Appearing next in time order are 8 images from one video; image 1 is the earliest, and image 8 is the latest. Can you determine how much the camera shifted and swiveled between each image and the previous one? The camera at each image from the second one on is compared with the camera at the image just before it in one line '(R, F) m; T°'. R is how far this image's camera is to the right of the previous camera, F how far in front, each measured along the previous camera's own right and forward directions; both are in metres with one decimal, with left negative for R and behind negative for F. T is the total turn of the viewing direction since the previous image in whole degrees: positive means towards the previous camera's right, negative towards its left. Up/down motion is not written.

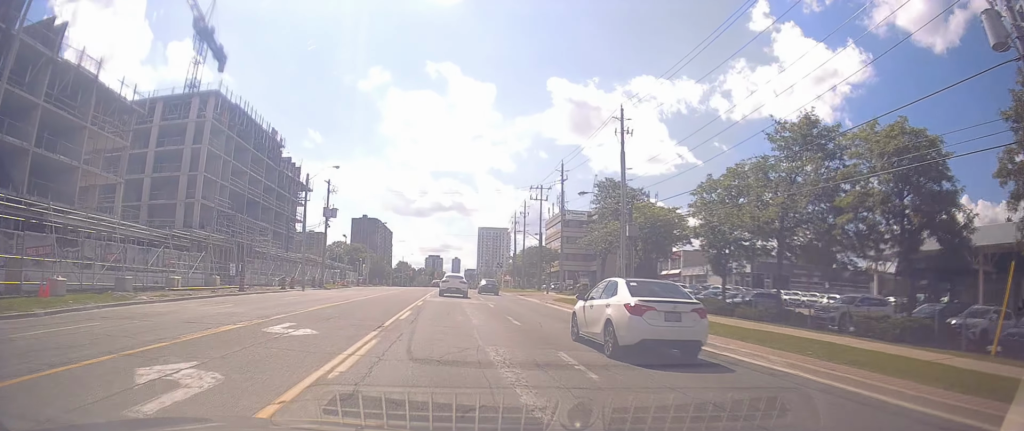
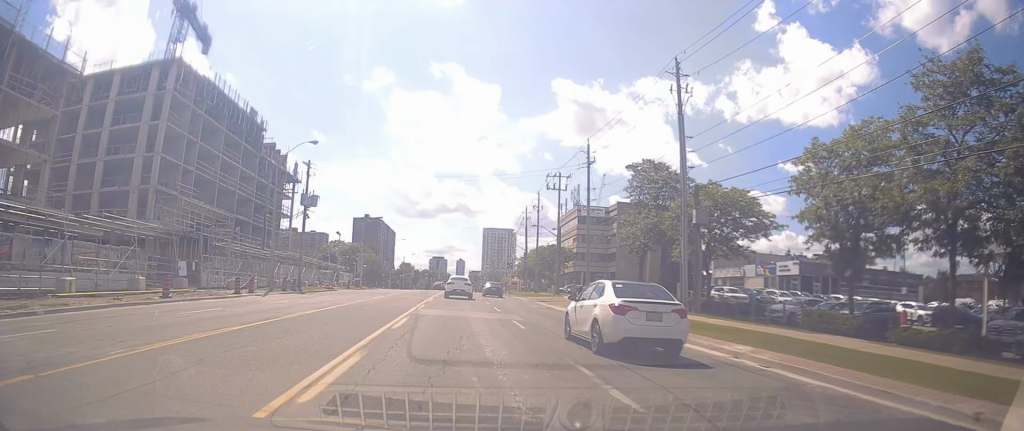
(0.0, +11.2) m; -1°
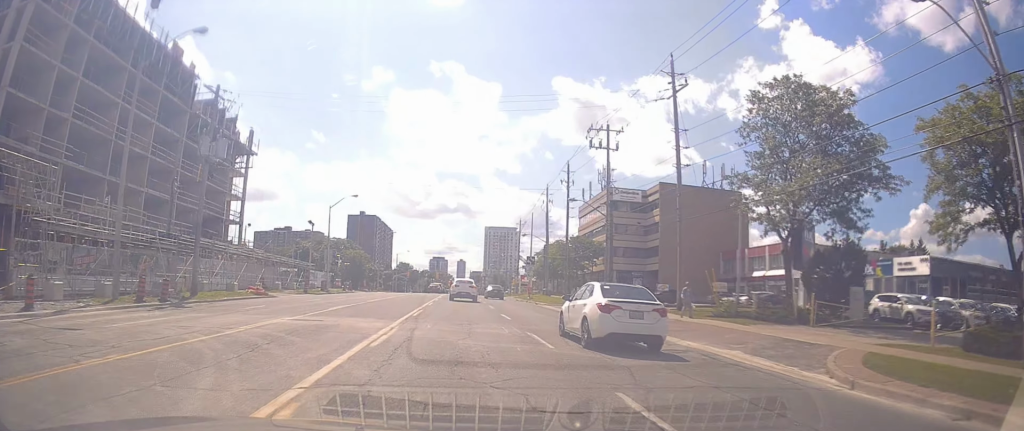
(-0.4, +22.7) m; +1°
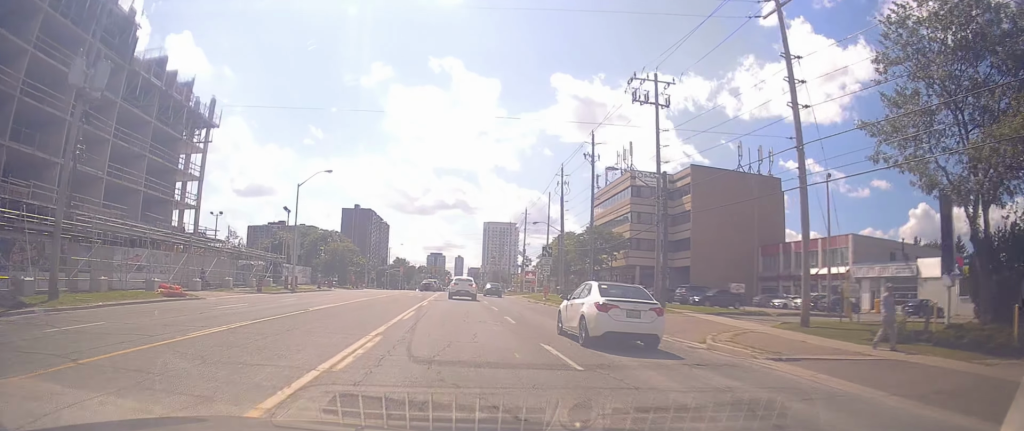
(+0.6, +12.4) m; +2°
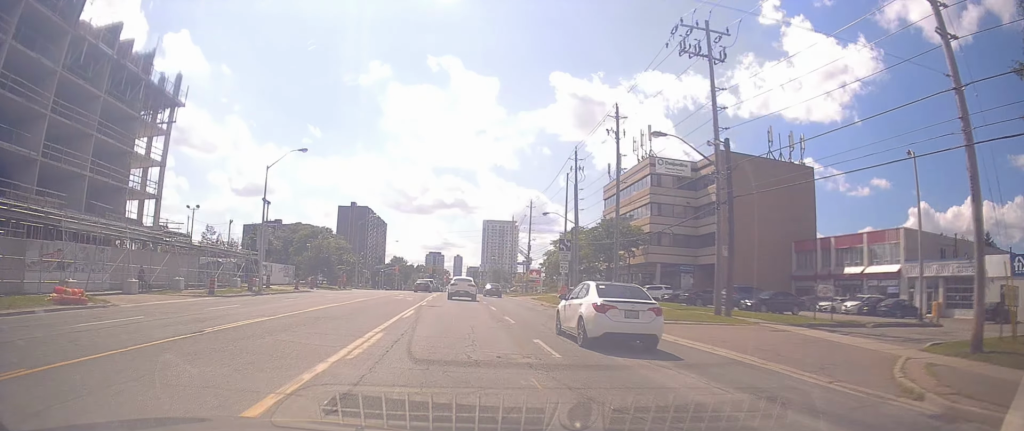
(-0.1, +8.4) m; -1°
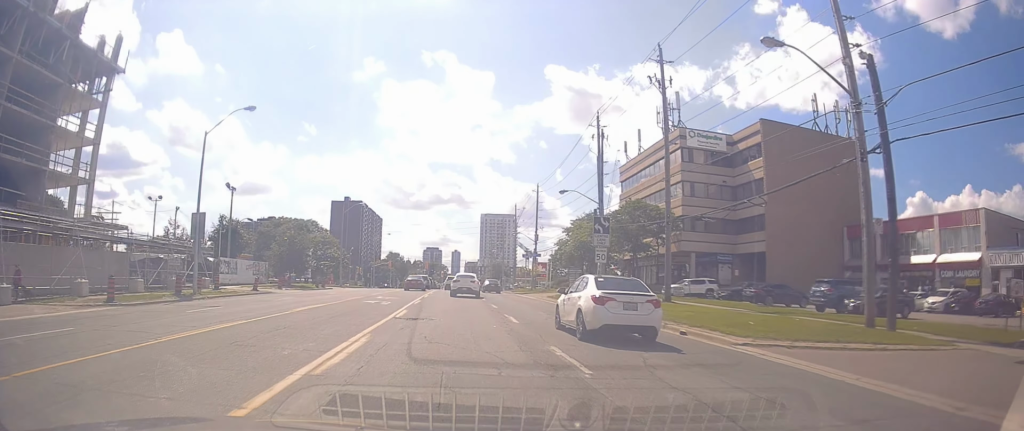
(-0.2, +10.8) m; -1°
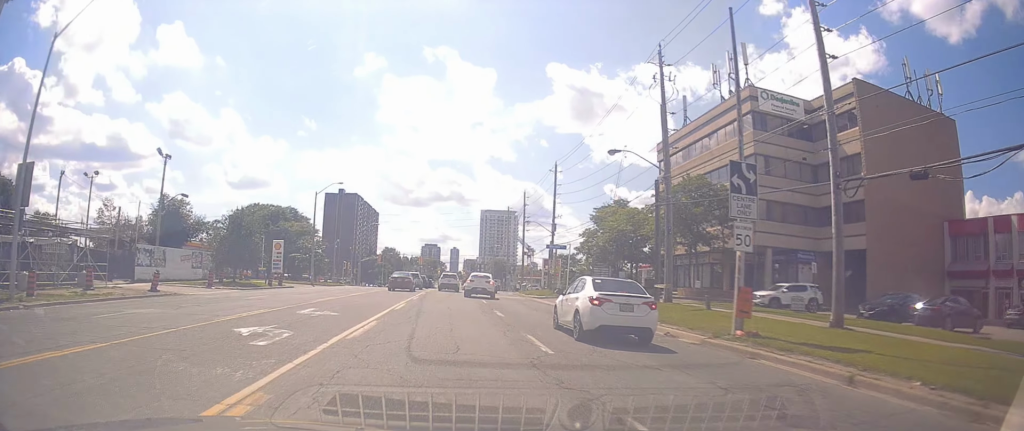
(0.0, +15.3) m; +1°
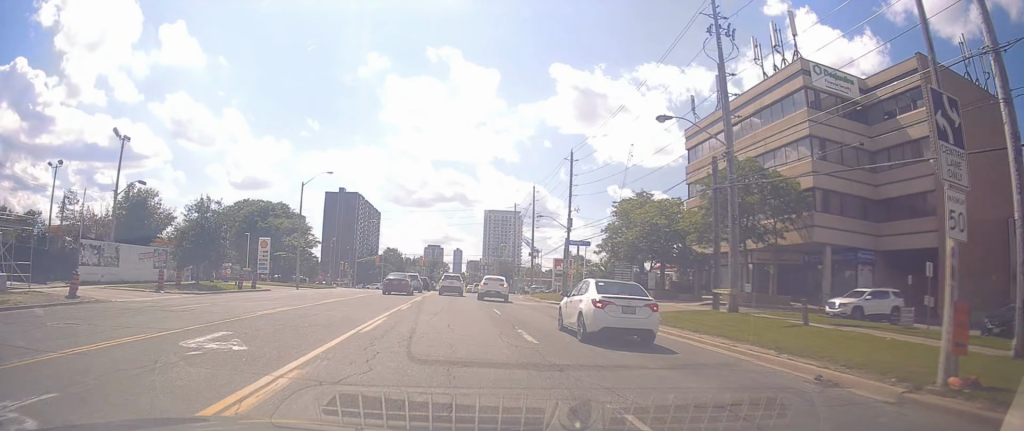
(0.0, +7.6) m; 0°
